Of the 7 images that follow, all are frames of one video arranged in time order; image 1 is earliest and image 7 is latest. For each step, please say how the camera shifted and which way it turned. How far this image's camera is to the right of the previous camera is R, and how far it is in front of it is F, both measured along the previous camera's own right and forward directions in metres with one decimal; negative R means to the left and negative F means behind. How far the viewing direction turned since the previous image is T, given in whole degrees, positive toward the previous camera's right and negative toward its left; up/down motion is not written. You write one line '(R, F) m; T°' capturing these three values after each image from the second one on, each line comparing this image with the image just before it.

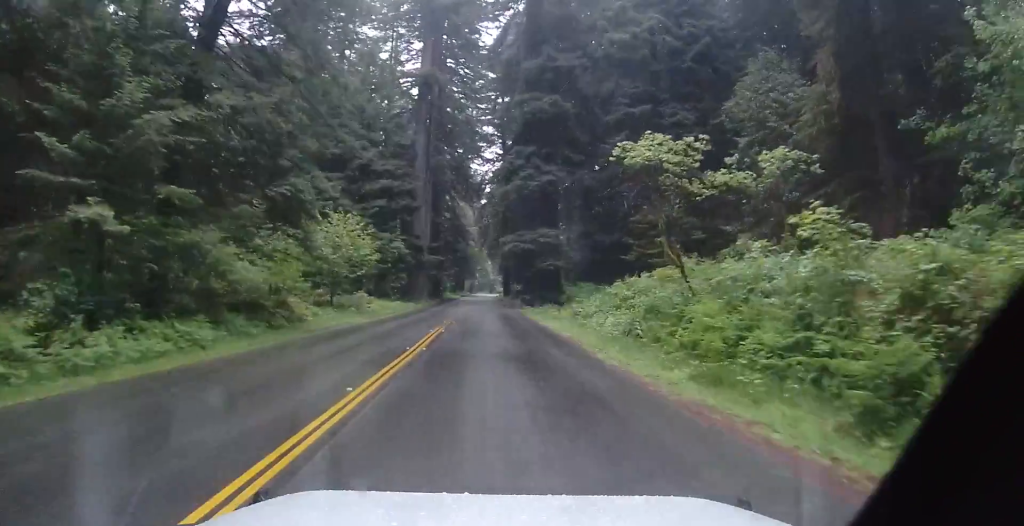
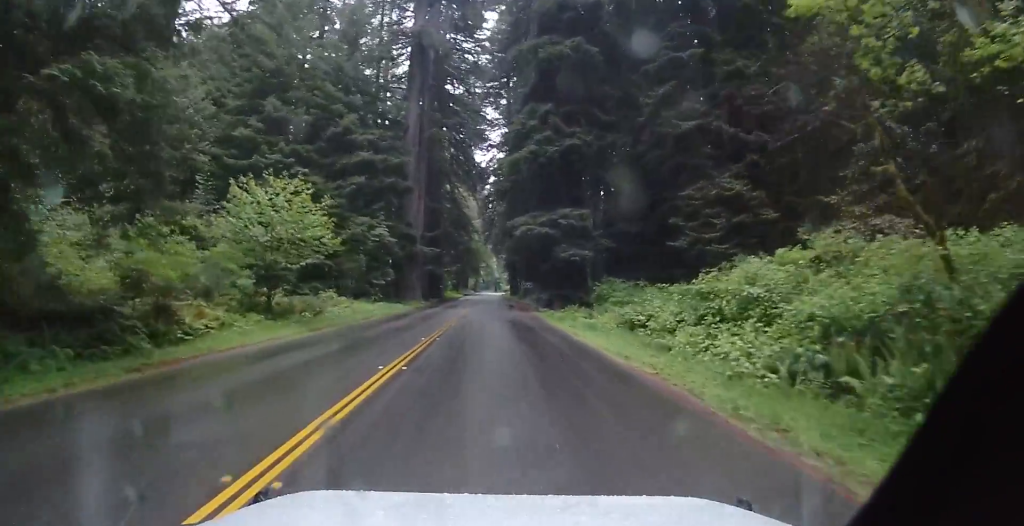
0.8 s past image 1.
(+0.5, +12.0) m; +1°
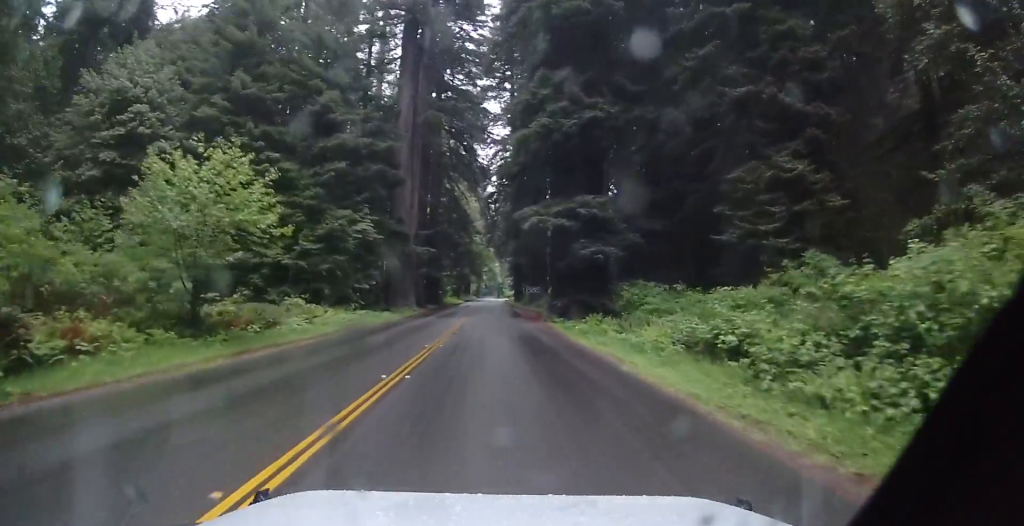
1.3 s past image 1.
(-0.1, +7.5) m; -1°
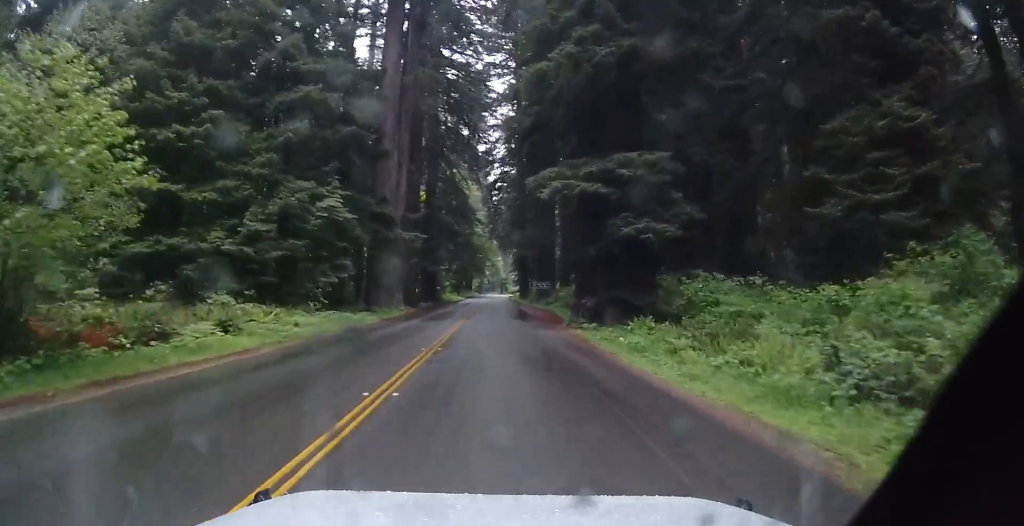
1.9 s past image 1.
(-0.1, +9.6) m; -1°
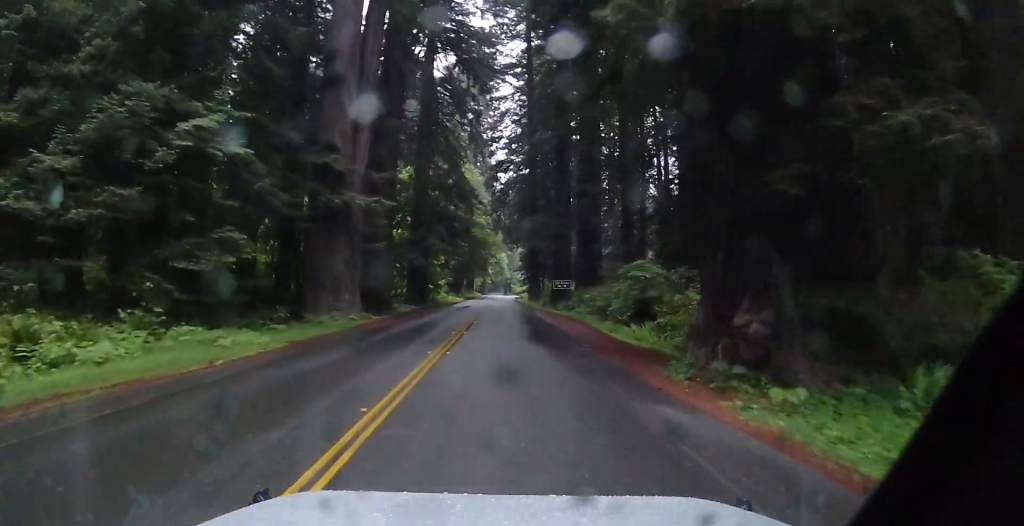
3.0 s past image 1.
(-0.1, +16.3) m; -1°
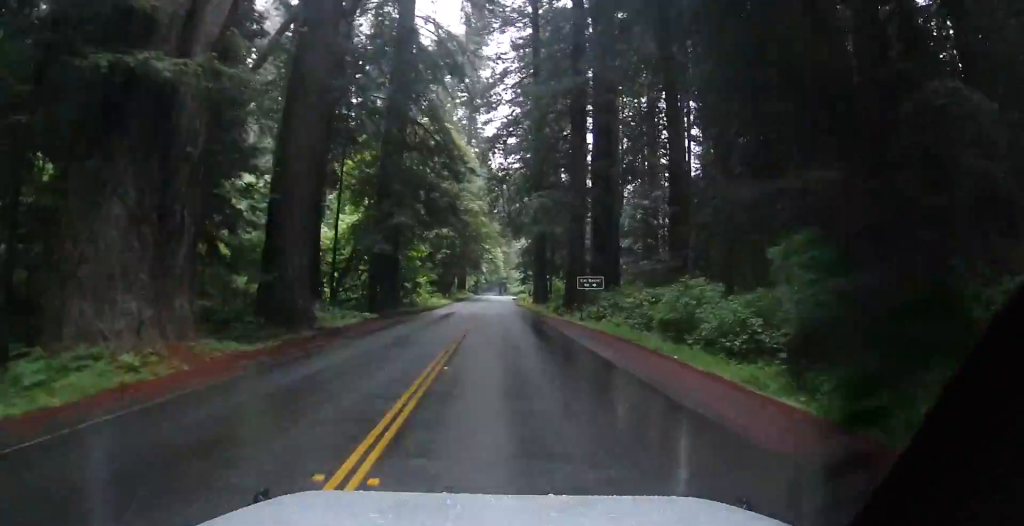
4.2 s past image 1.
(+0.1, +18.0) m; +1°
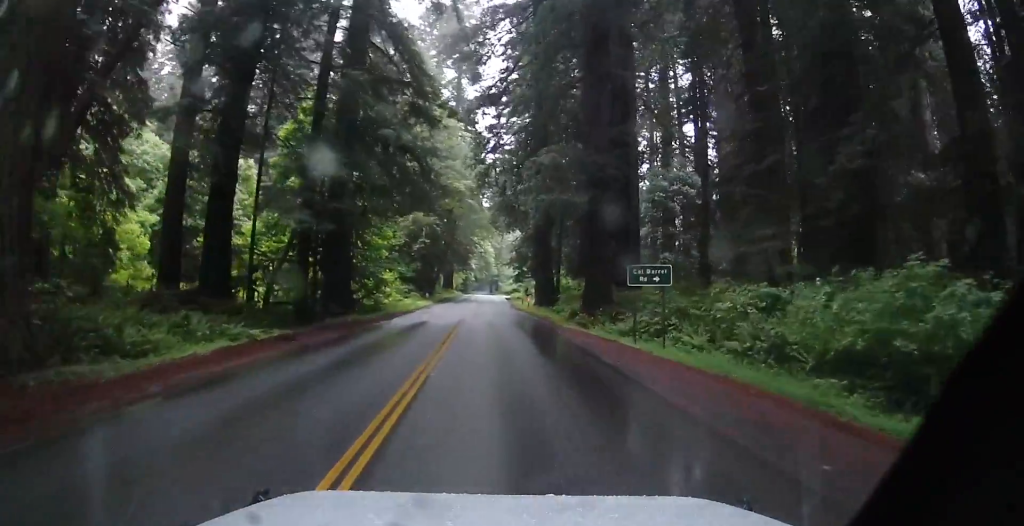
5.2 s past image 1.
(+0.3, +16.0) m; +1°
